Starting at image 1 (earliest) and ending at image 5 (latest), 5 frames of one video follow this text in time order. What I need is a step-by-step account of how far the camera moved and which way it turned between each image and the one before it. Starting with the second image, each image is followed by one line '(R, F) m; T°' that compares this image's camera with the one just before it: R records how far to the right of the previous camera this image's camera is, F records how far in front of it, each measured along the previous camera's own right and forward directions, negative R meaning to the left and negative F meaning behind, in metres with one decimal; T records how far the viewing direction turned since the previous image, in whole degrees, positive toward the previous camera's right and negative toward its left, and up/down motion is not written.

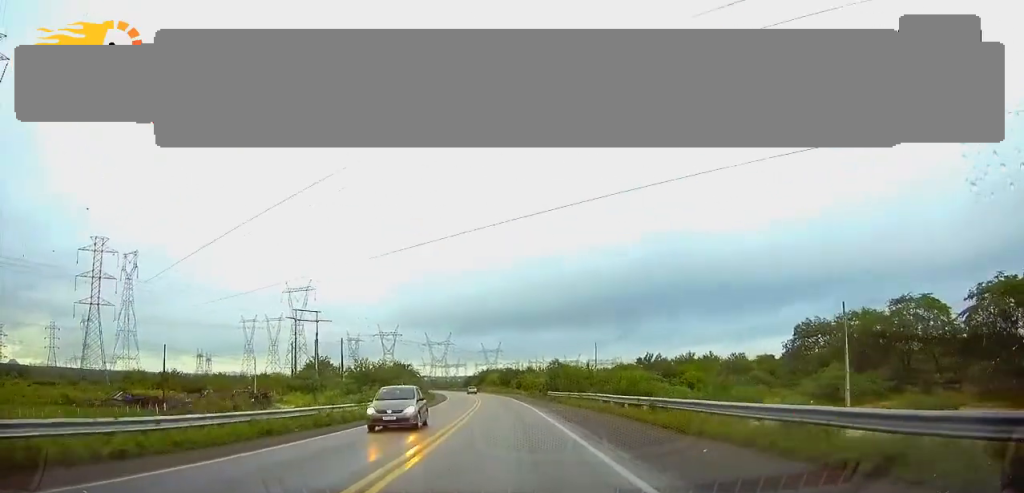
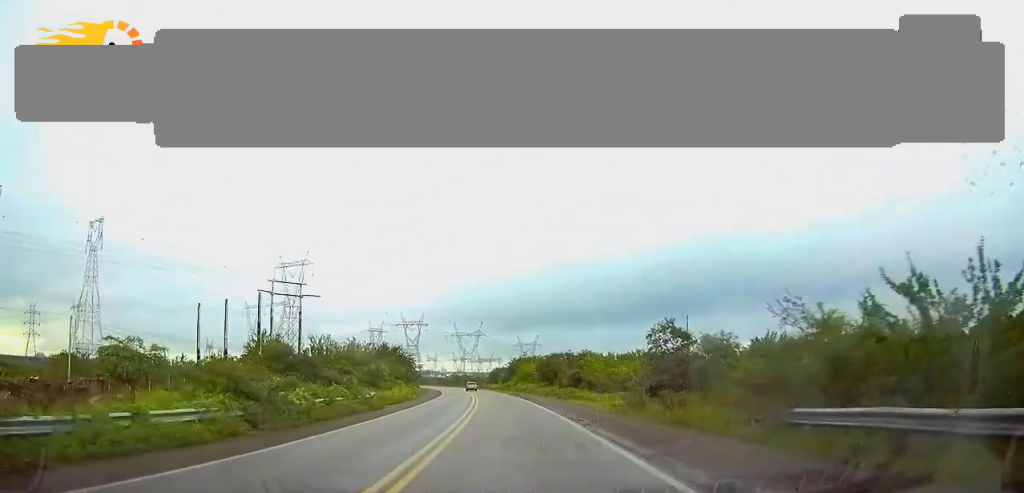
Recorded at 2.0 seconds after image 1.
(-1.2, +57.5) m; -3°
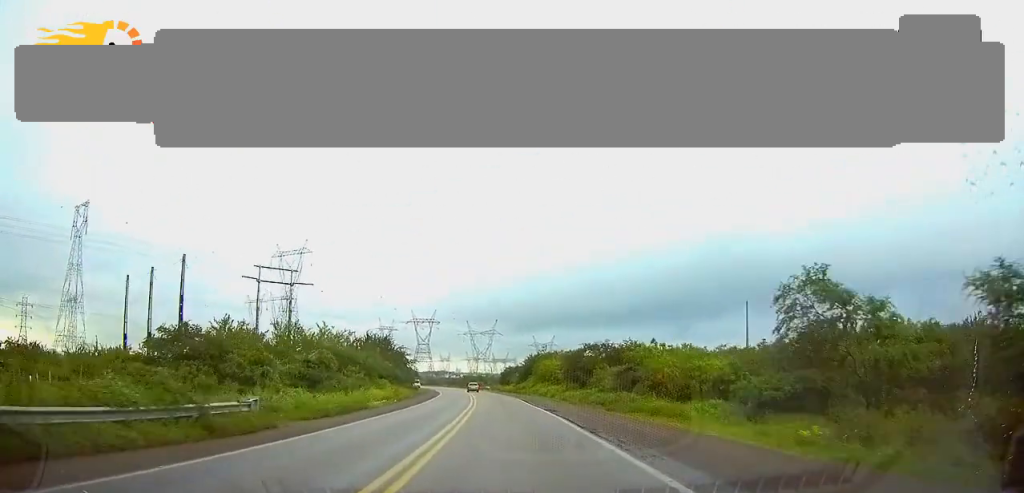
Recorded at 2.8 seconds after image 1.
(-0.2, +21.4) m; -2°
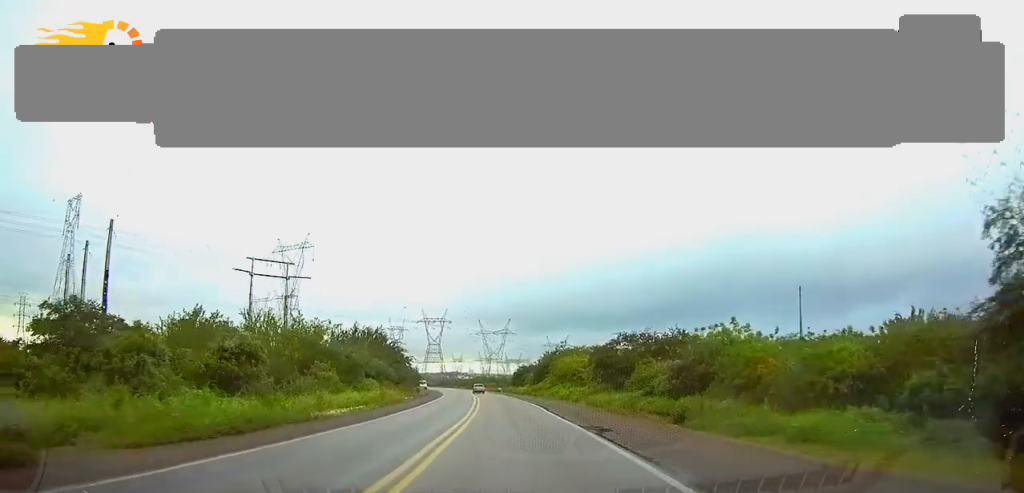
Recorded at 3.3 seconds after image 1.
(-0.2, +12.9) m; -1°
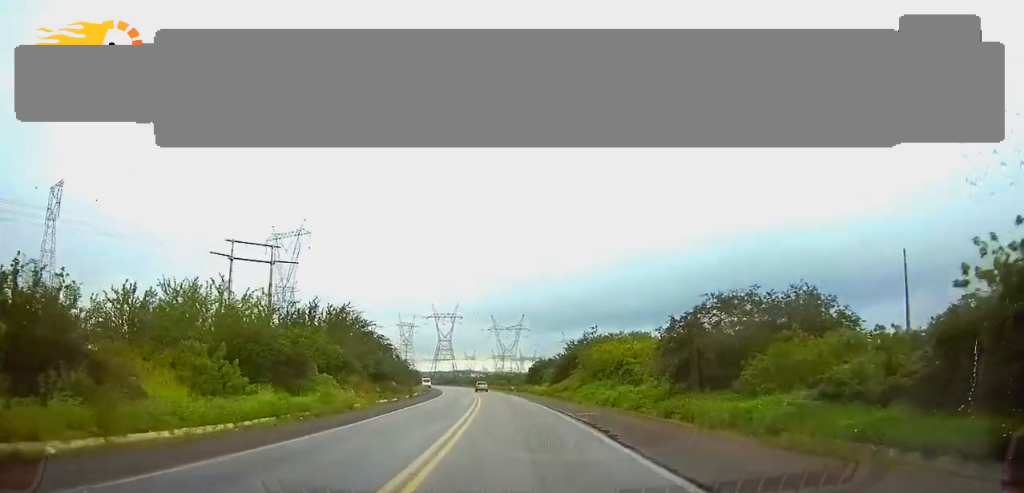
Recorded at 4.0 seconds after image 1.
(-0.2, +19.3) m; -1°
